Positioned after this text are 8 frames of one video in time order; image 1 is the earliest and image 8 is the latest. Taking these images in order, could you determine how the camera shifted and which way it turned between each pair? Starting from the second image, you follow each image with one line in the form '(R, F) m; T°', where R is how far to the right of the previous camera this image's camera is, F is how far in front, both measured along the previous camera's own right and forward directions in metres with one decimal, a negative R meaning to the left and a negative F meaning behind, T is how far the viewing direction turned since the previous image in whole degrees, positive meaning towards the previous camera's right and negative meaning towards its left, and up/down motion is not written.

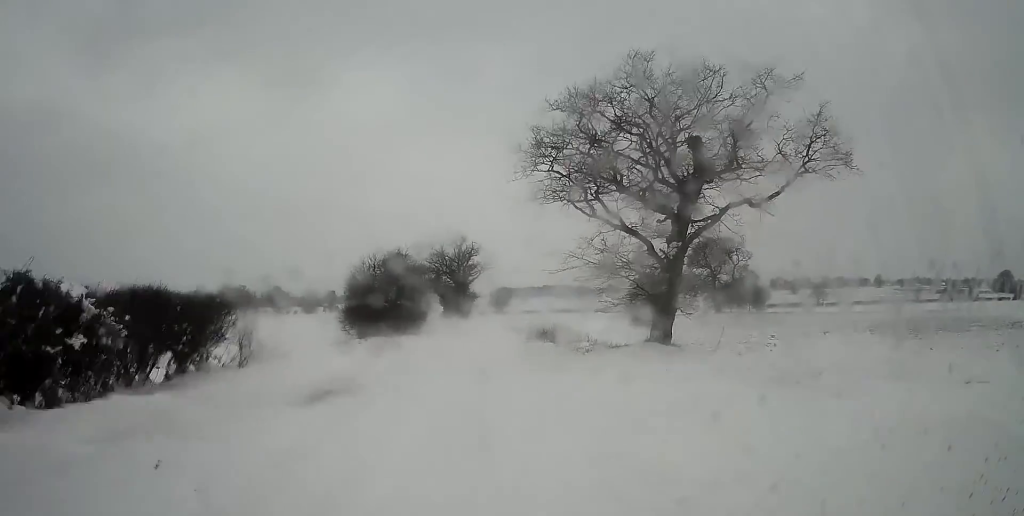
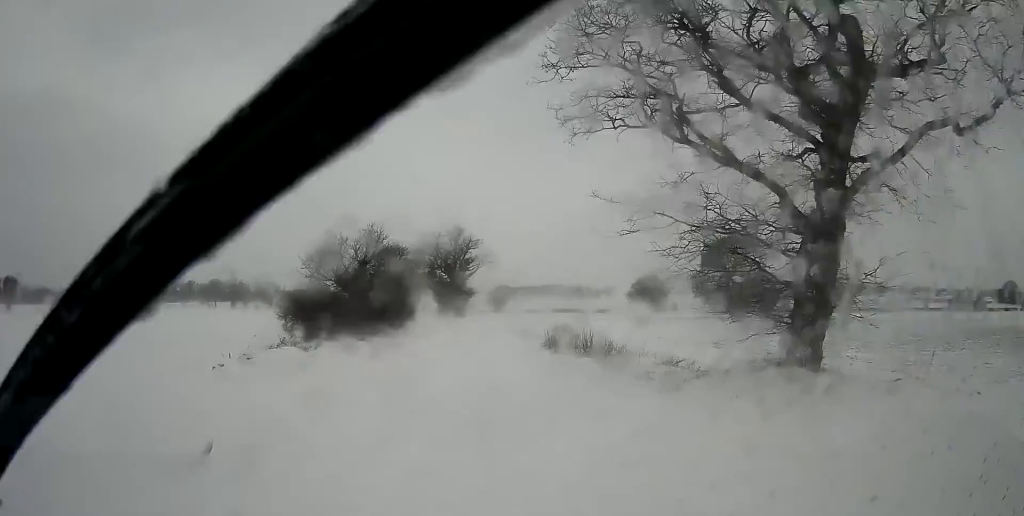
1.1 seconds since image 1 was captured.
(0.0, +10.9) m; 0°
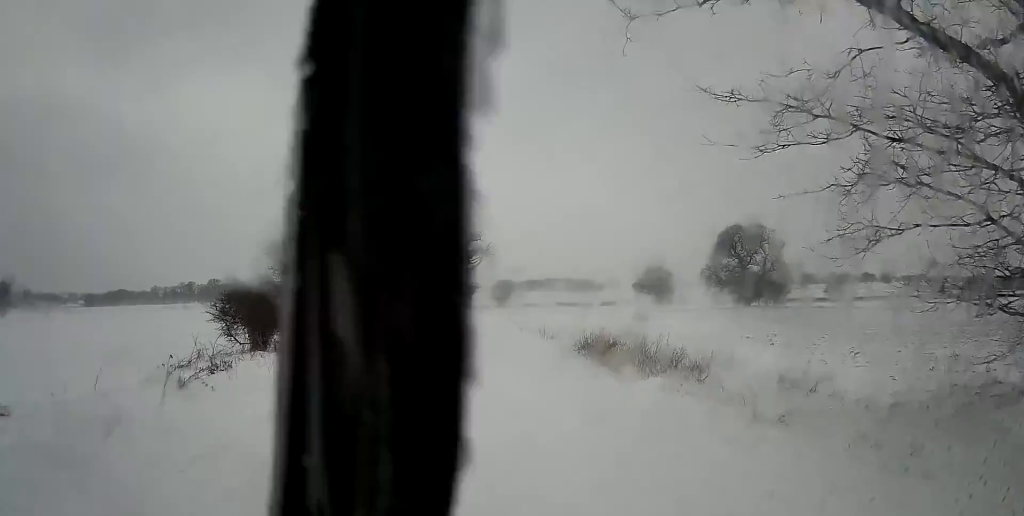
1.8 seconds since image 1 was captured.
(0.0, +6.6) m; 0°
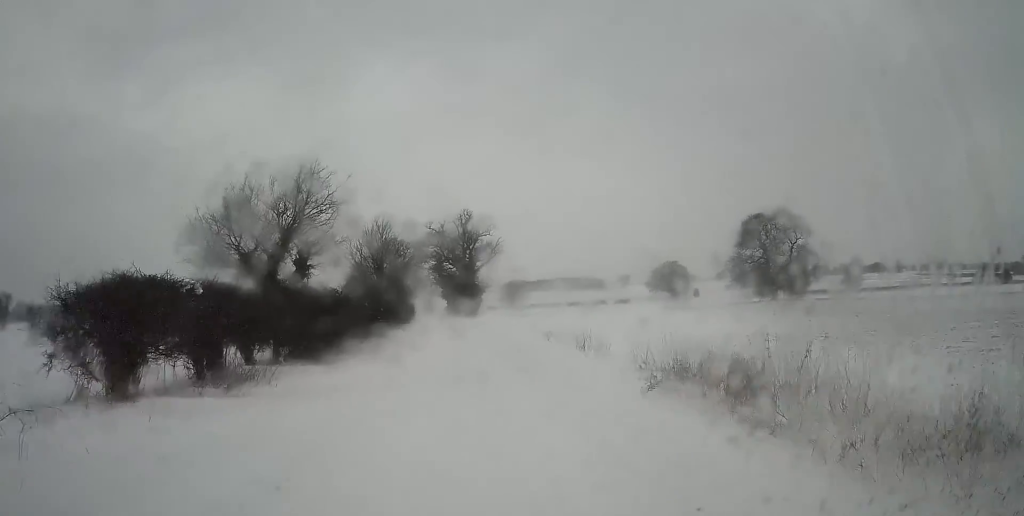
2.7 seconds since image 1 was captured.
(-0.1, +8.5) m; -1°
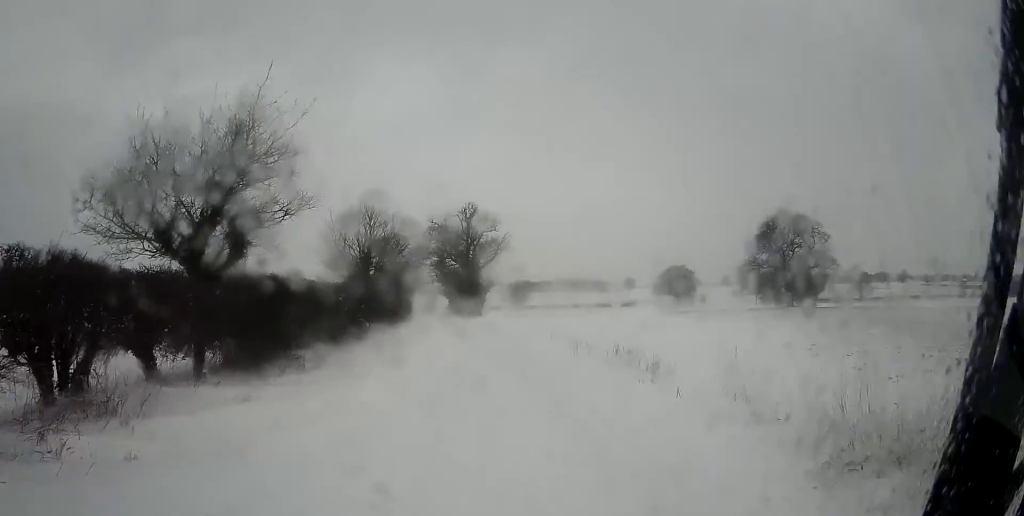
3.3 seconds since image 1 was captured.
(0.0, +5.8) m; -1°
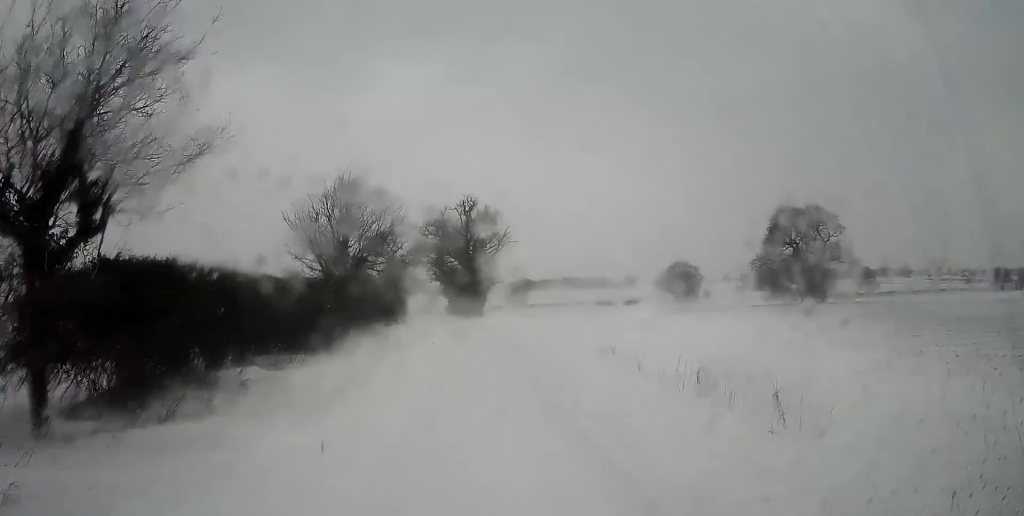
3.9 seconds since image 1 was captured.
(0.0, +5.8) m; -1°
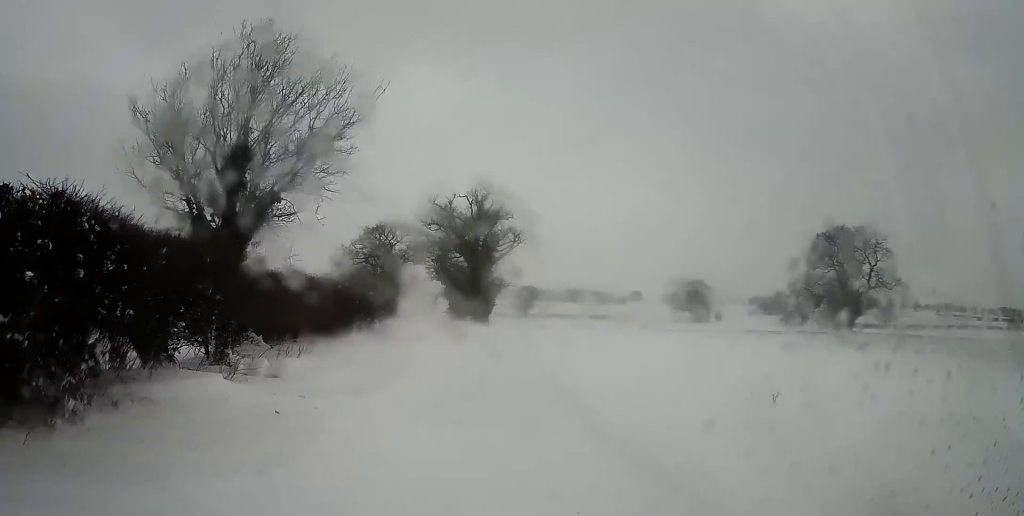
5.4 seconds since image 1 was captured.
(-0.2, +13.9) m; -1°
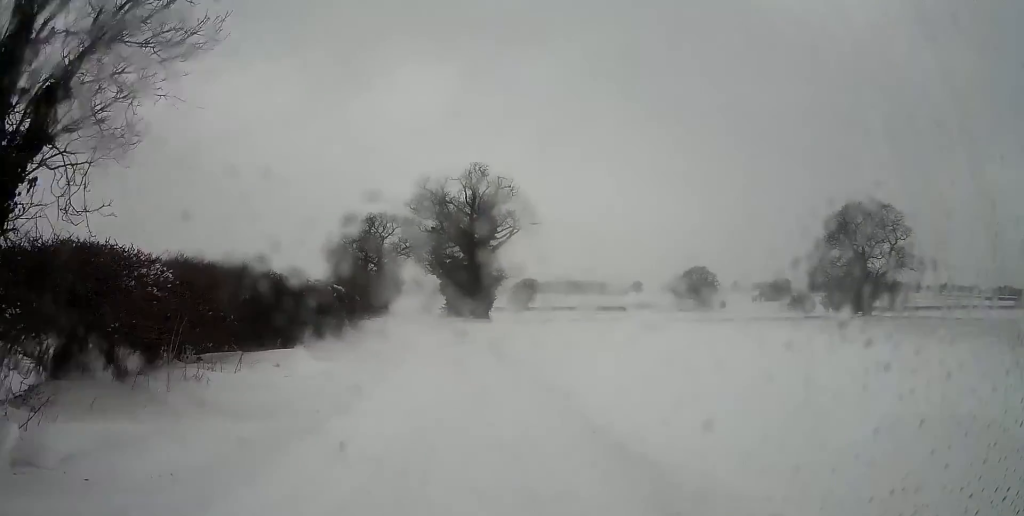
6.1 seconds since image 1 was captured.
(0.0, +7.0) m; 0°
